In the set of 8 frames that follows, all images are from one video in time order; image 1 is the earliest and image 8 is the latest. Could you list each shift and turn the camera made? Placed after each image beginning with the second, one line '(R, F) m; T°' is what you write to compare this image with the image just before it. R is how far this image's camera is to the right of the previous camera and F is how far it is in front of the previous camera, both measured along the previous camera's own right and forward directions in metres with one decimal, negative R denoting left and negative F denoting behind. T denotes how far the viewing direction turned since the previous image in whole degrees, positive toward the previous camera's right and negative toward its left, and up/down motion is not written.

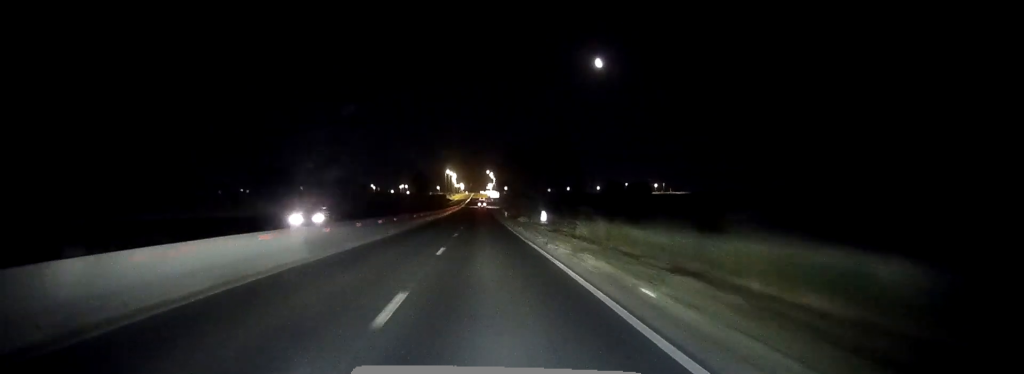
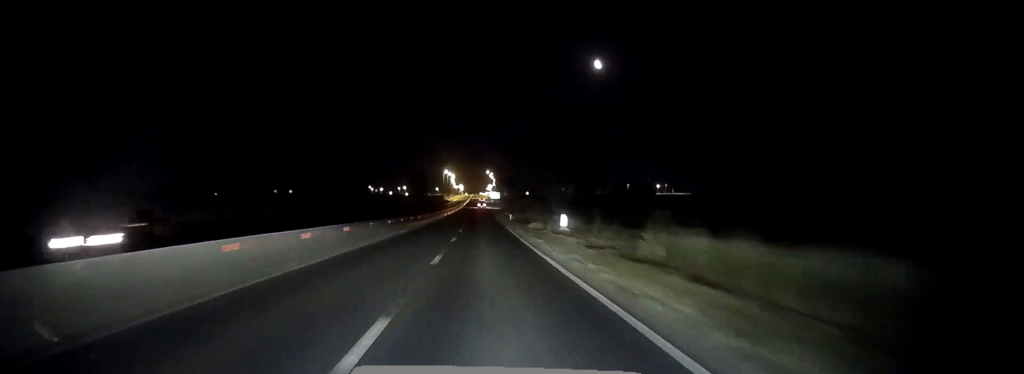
(0.0, +14.4) m; 0°
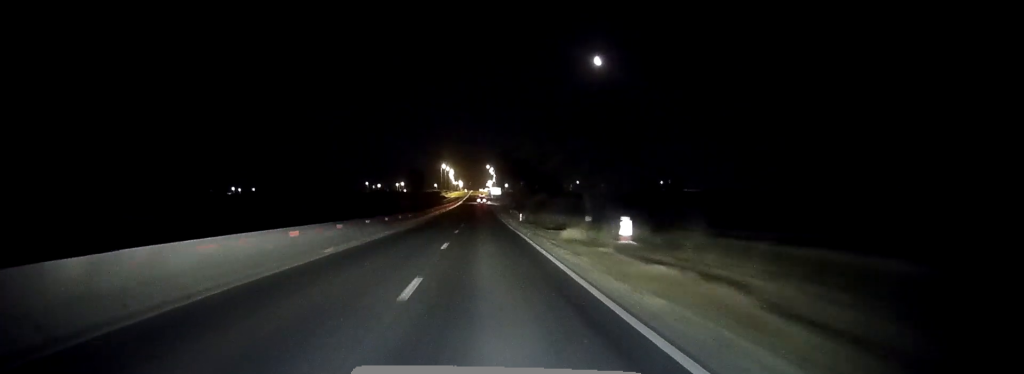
(-0.1, +19.2) m; 0°
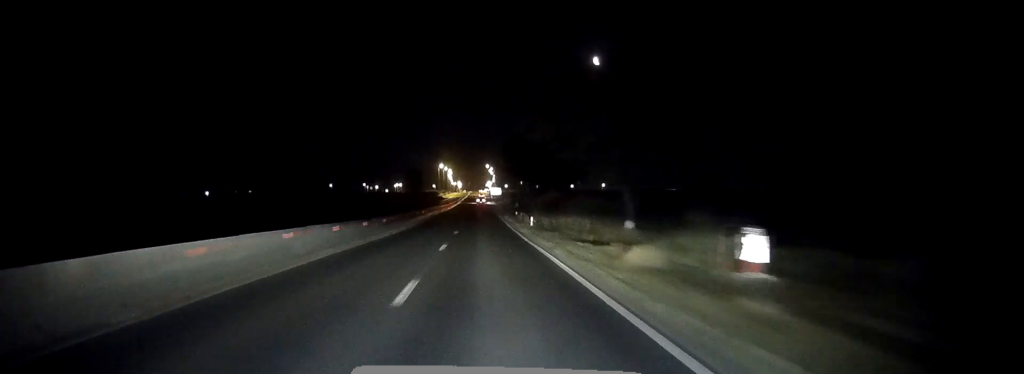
(0.0, +12.5) m; 0°
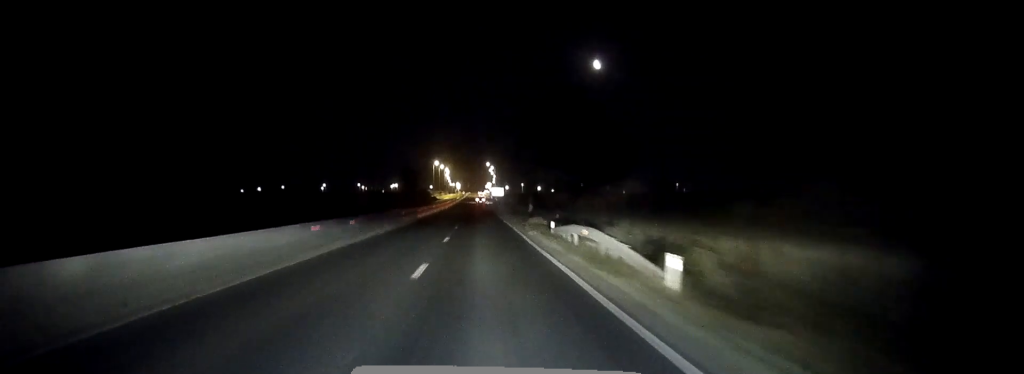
(0.0, +32.8) m; 0°
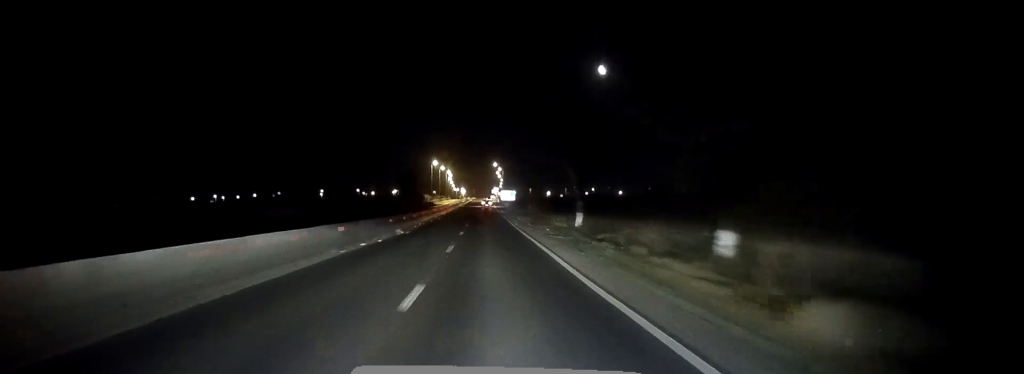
(-0.1, +39.5) m; 0°
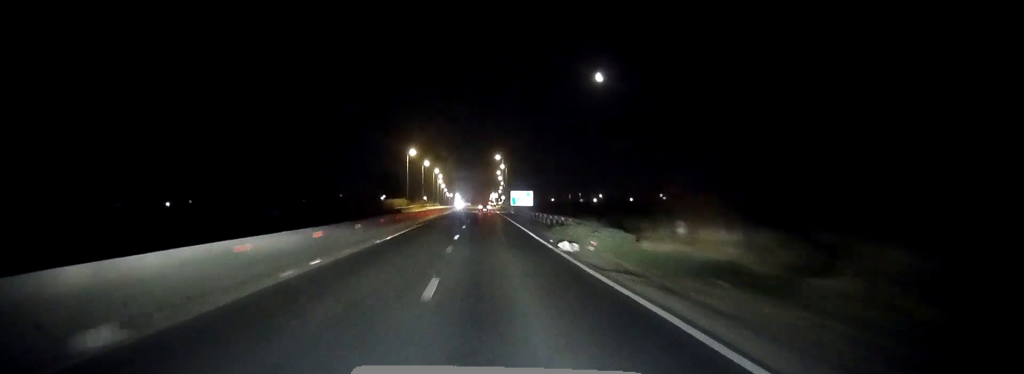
(0.0, +71.2) m; 0°
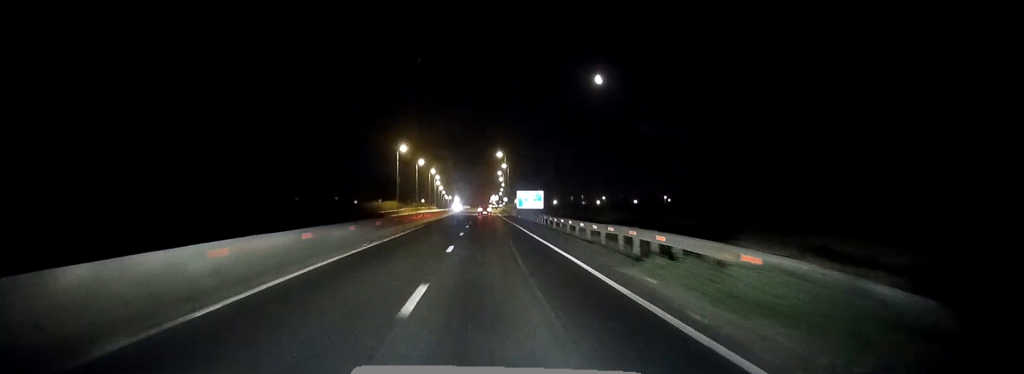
(+0.1, +19.2) m; 0°
